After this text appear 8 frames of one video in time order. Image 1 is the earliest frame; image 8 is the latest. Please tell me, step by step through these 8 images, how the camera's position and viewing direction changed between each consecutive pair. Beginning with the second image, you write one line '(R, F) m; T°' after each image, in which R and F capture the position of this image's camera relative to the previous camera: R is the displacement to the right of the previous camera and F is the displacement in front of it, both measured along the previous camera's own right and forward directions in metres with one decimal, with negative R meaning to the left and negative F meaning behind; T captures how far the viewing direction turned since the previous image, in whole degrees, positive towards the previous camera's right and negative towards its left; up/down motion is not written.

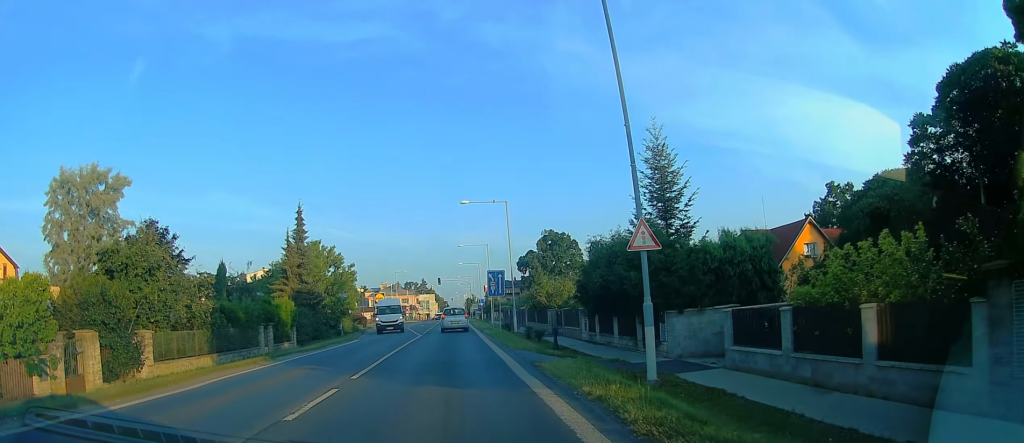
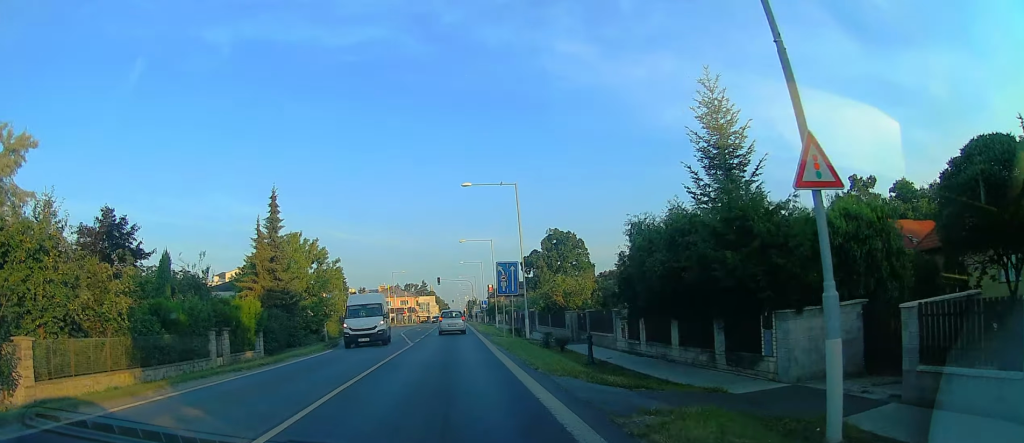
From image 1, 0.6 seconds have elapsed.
(+0.2, +6.8) m; 0°
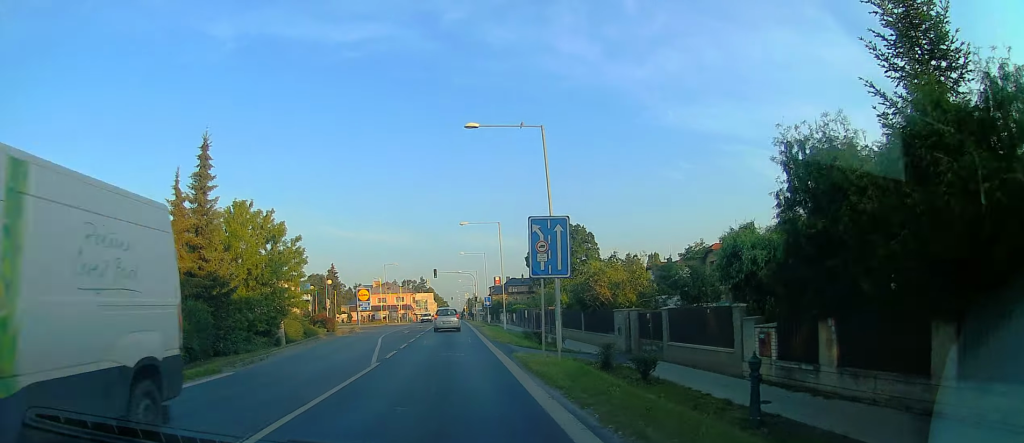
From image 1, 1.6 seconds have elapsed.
(-0.2, +11.7) m; -1°
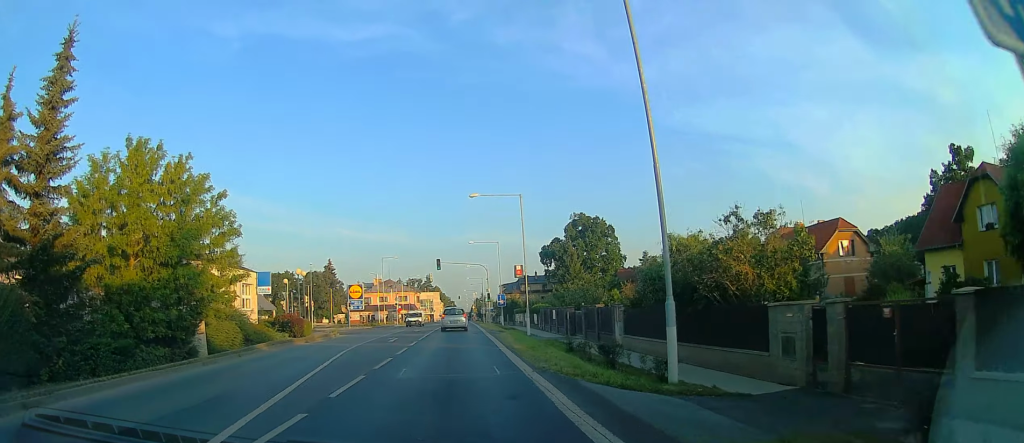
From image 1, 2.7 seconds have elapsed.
(0.0, +12.7) m; +1°
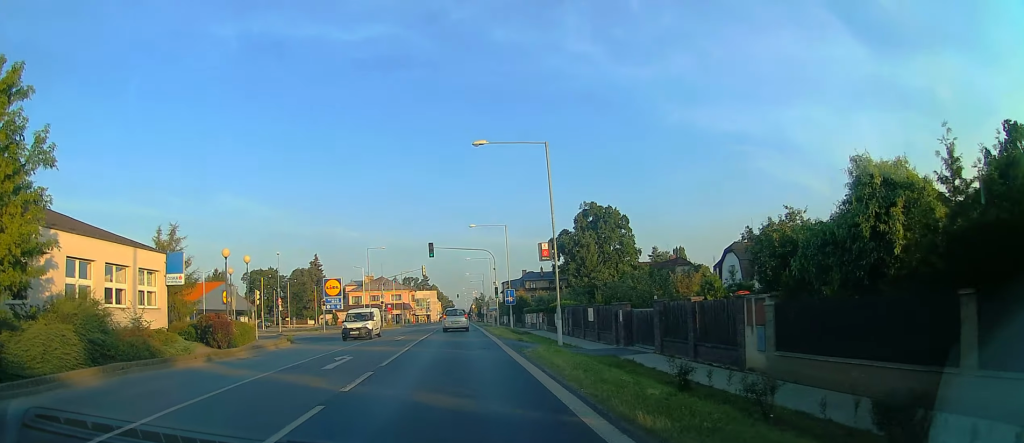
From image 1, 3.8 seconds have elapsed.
(+0.2, +12.7) m; 0°
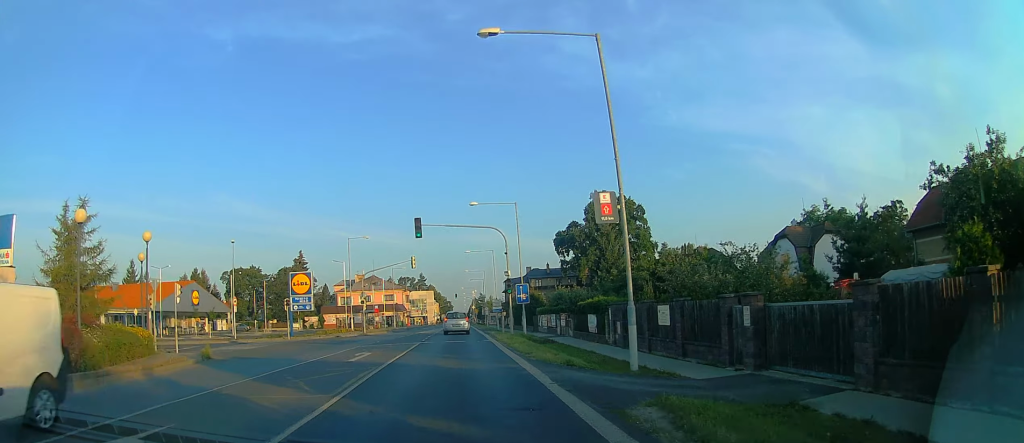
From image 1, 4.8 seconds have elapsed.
(-0.2, +12.0) m; -1°
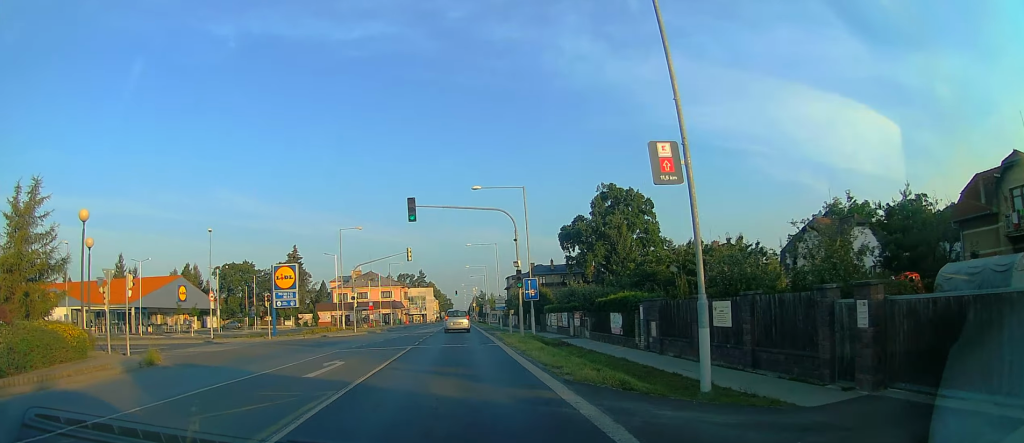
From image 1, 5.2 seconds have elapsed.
(0.0, +4.8) m; 0°
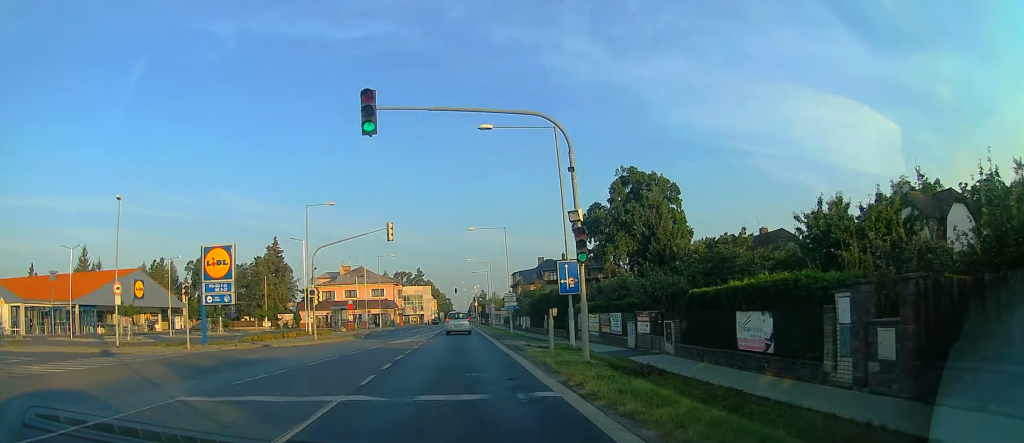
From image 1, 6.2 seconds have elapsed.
(0.0, +13.1) m; 0°
